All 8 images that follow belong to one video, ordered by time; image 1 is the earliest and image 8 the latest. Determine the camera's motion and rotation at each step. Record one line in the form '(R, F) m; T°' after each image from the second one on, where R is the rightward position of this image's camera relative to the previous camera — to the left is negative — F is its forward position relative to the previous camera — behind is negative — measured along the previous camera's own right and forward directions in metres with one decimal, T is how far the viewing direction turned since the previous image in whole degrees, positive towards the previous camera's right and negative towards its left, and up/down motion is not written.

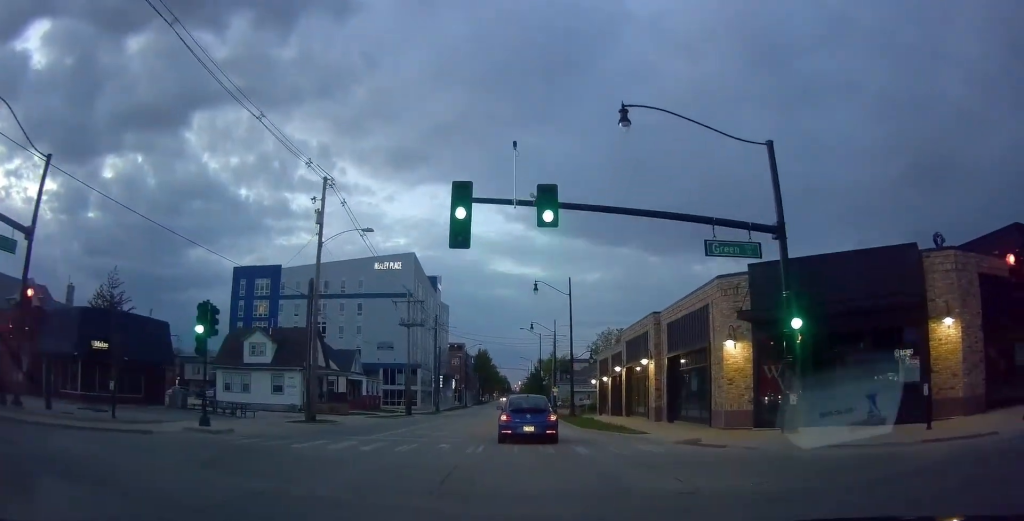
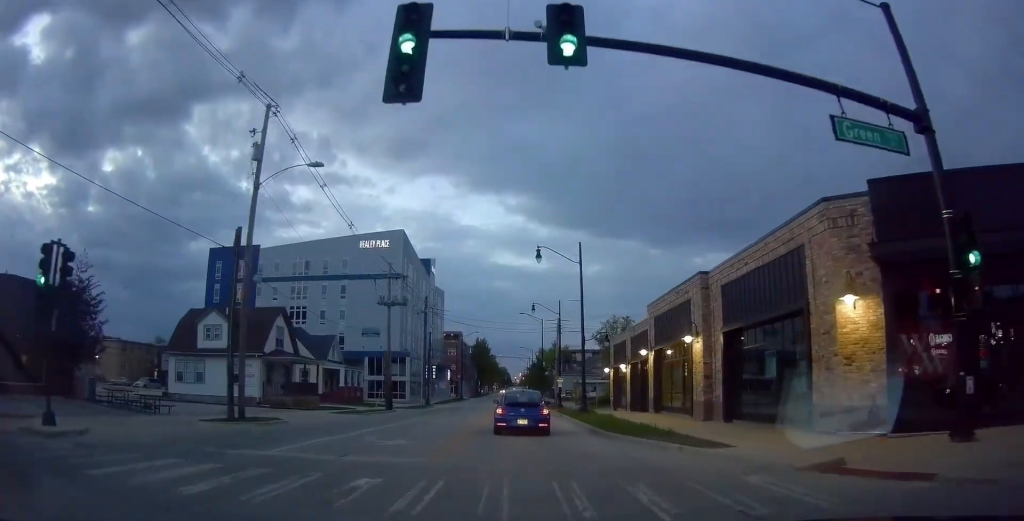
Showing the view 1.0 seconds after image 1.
(0.0, +8.5) m; 0°
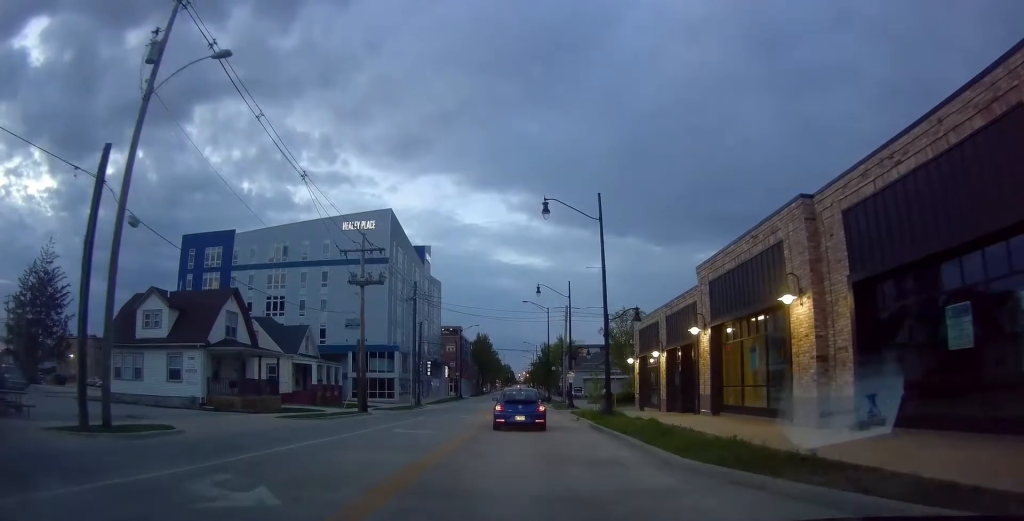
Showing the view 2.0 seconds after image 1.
(0.0, +8.8) m; 0°
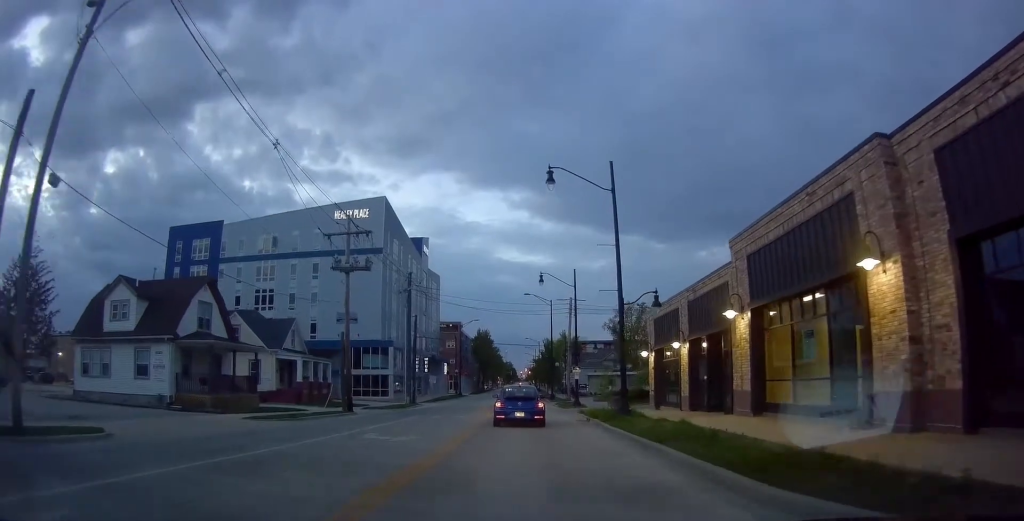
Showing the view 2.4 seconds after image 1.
(0.0, +4.1) m; 0°
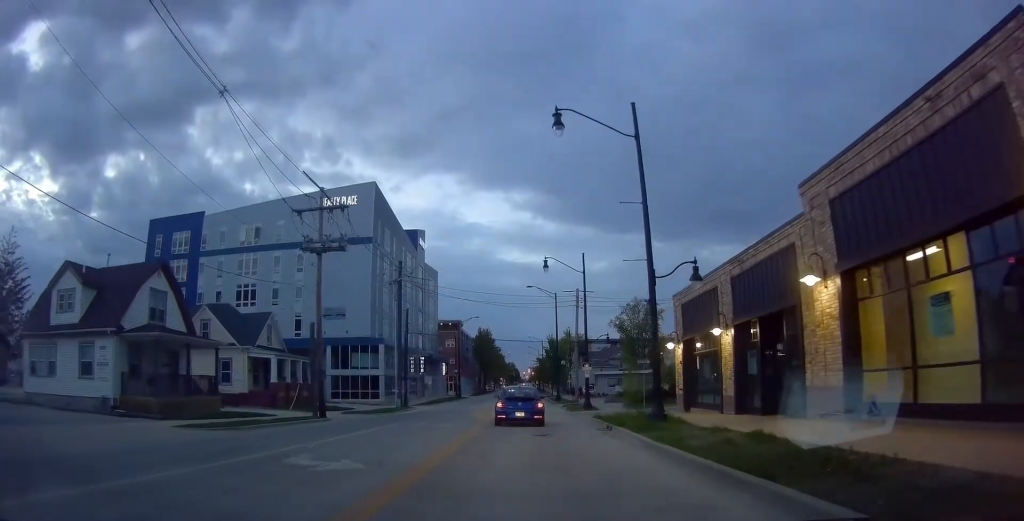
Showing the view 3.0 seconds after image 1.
(0.0, +5.5) m; 0°
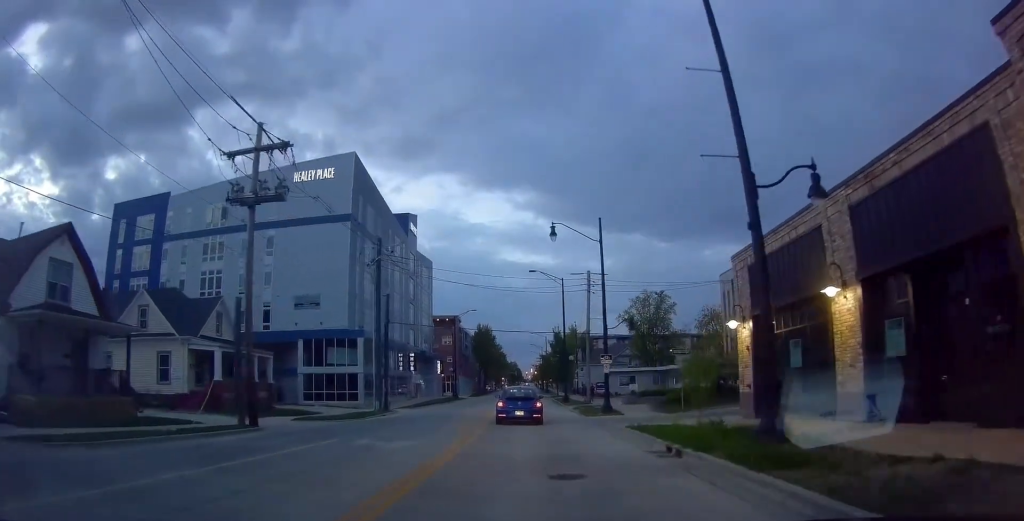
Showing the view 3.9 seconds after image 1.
(0.0, +9.0) m; 0°
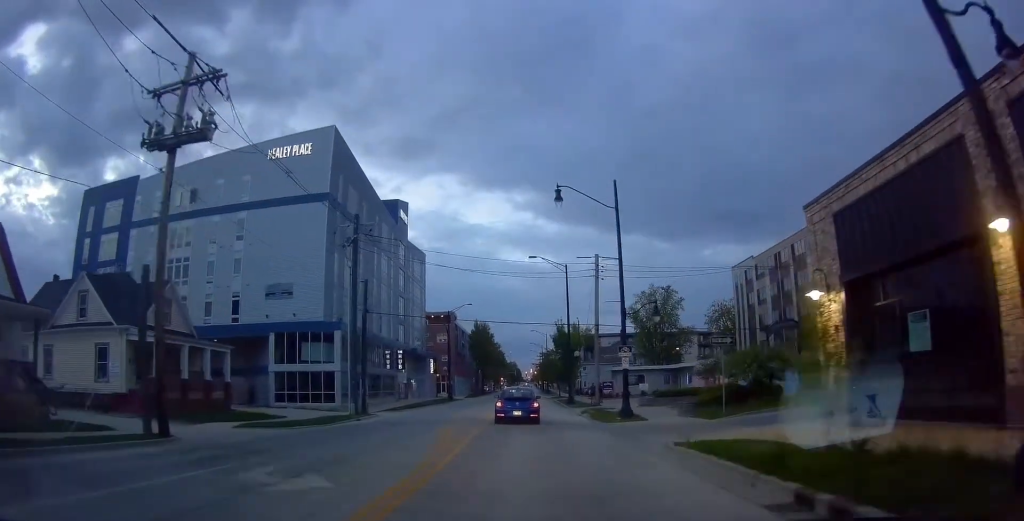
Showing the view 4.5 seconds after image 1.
(0.0, +6.1) m; 0°
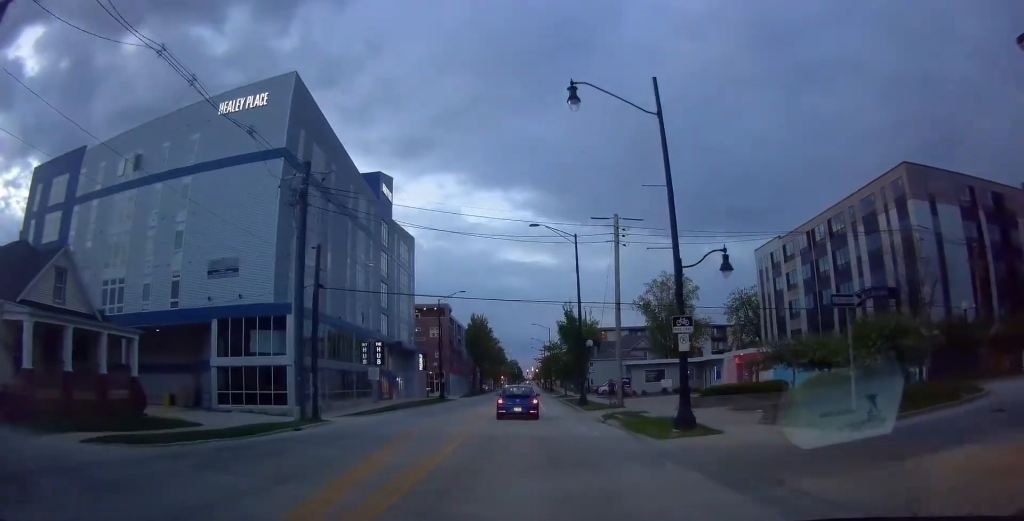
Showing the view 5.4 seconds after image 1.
(0.0, +10.0) m; 0°
